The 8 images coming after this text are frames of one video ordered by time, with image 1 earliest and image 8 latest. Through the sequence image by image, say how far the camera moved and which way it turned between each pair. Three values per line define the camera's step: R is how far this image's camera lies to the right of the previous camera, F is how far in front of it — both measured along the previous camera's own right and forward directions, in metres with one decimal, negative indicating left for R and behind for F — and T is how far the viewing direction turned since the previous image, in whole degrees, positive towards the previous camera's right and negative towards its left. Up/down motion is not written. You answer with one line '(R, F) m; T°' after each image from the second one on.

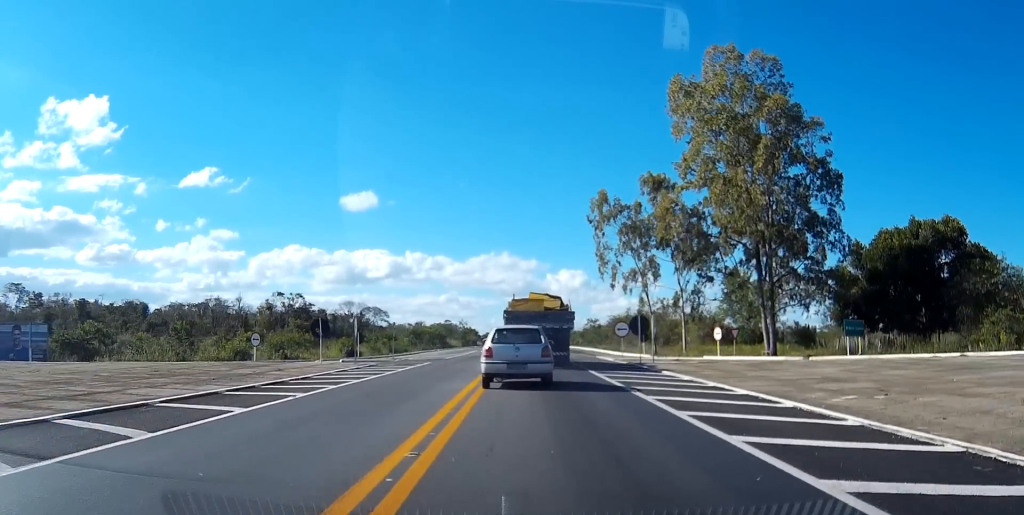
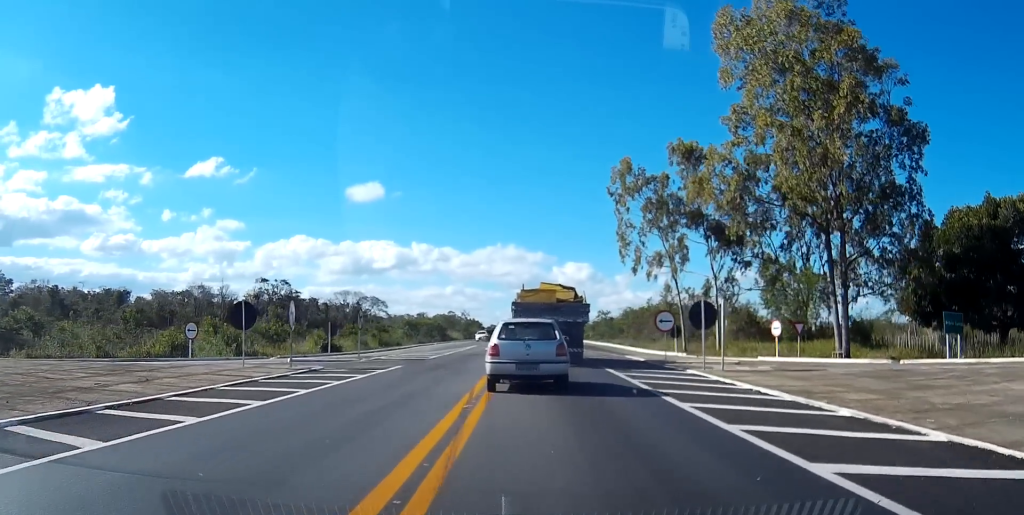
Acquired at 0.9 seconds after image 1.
(0.0, +10.9) m; 0°
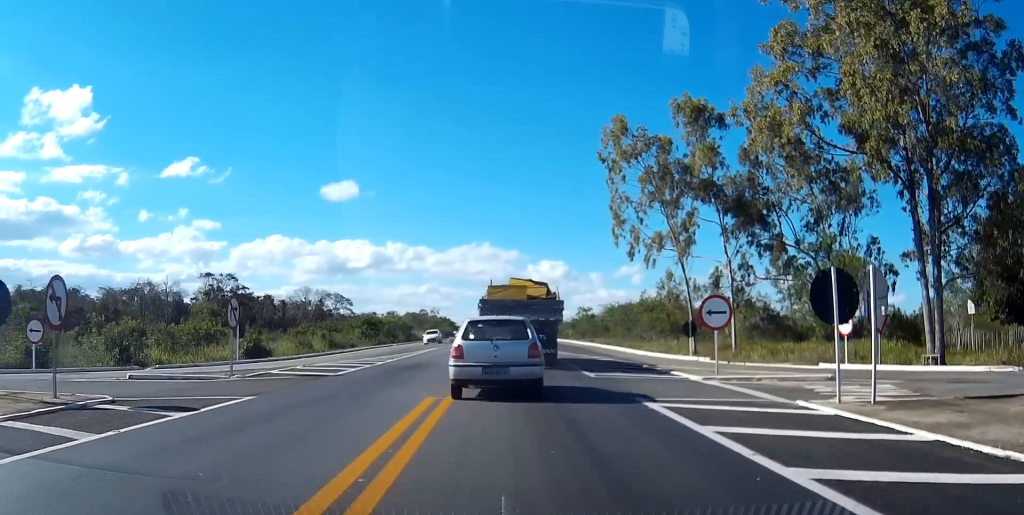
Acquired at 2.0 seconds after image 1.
(0.0, +12.4) m; 0°
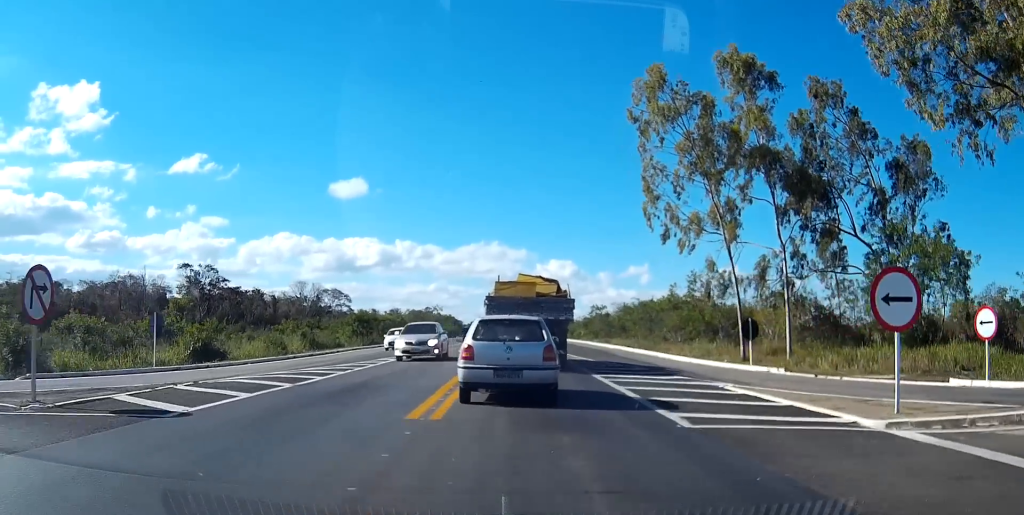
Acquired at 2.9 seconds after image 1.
(0.0, +9.8) m; 0°
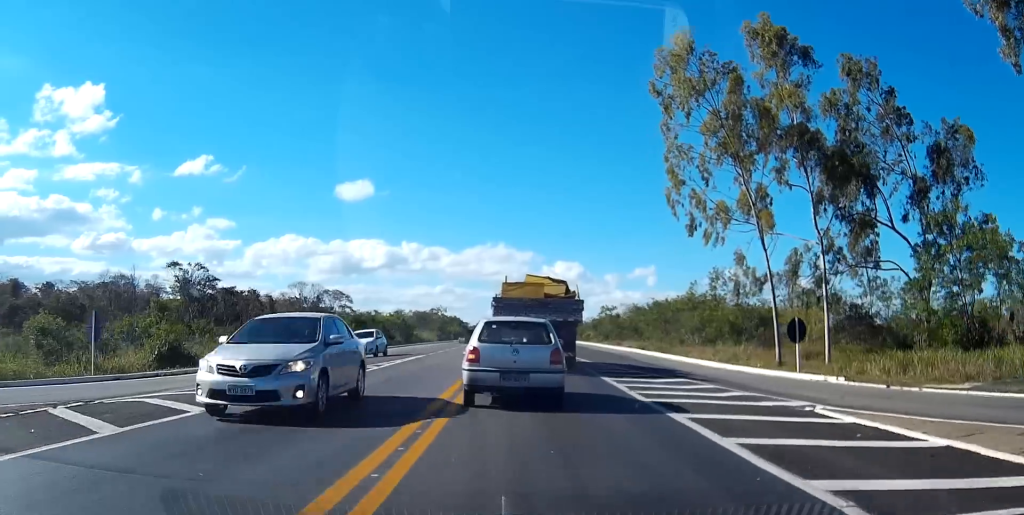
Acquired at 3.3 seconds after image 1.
(0.0, +5.0) m; 0°
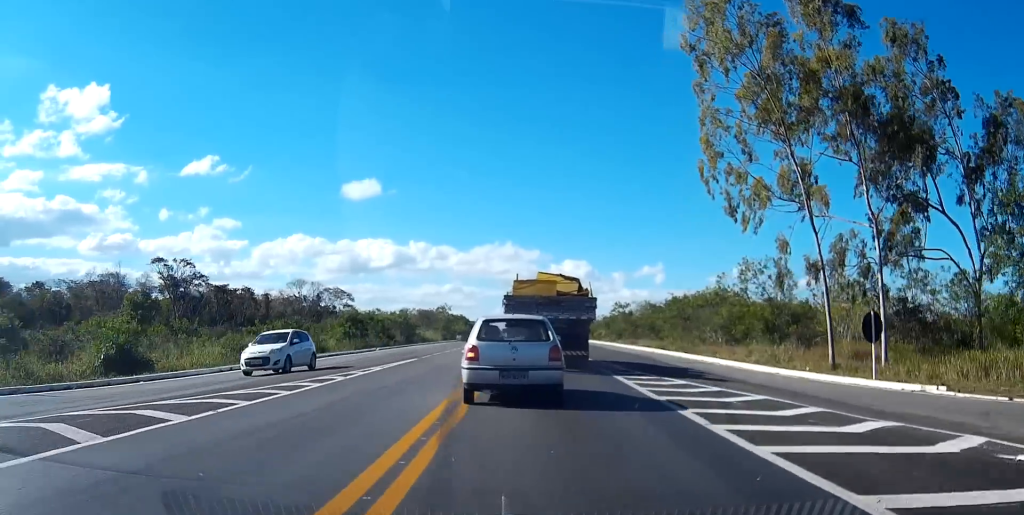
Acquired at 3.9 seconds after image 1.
(0.0, +6.1) m; 0°
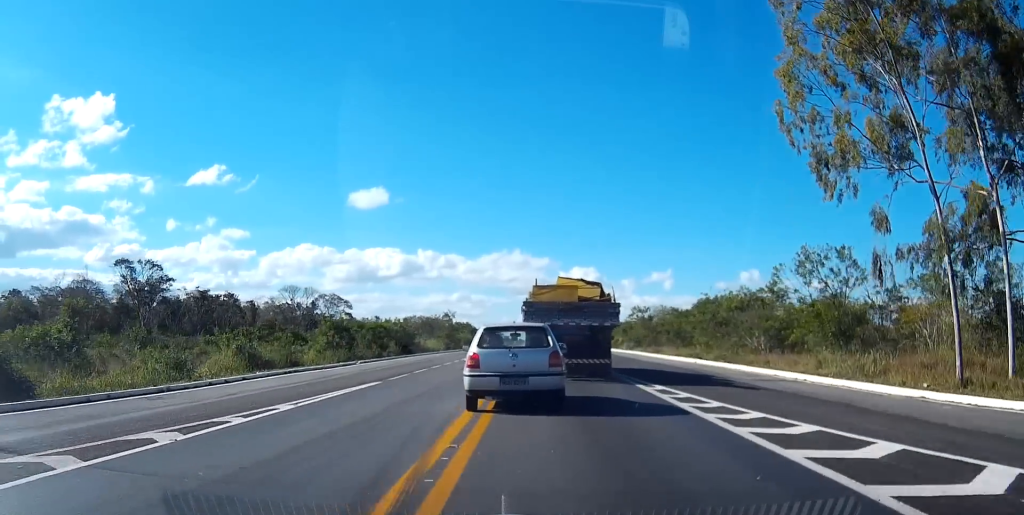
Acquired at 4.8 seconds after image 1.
(0.0, +10.4) m; 0°
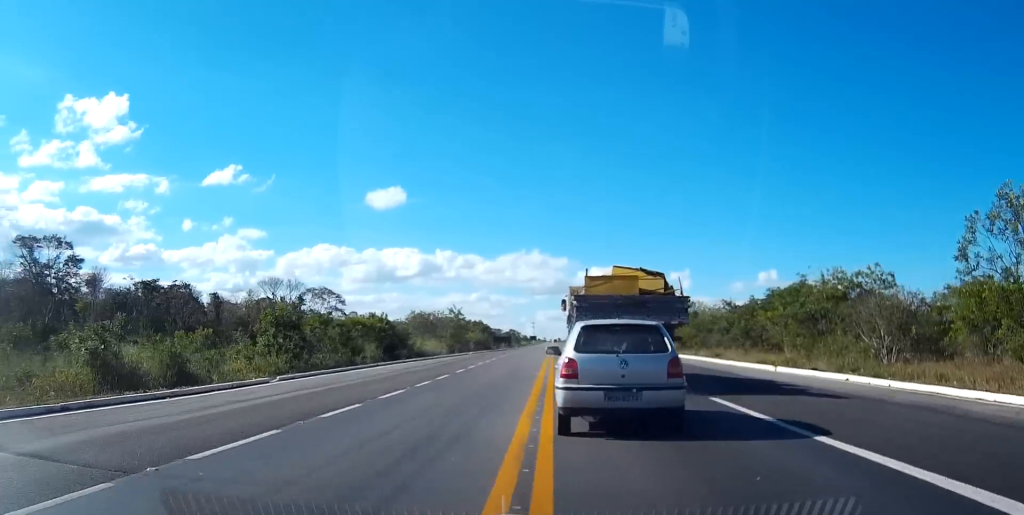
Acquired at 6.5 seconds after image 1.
(-0.3, +19.5) m; -2°
